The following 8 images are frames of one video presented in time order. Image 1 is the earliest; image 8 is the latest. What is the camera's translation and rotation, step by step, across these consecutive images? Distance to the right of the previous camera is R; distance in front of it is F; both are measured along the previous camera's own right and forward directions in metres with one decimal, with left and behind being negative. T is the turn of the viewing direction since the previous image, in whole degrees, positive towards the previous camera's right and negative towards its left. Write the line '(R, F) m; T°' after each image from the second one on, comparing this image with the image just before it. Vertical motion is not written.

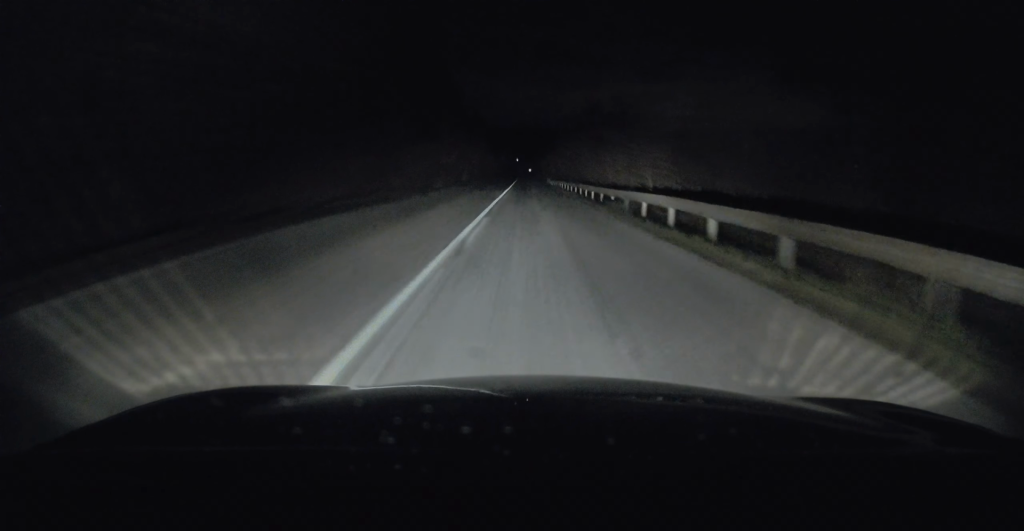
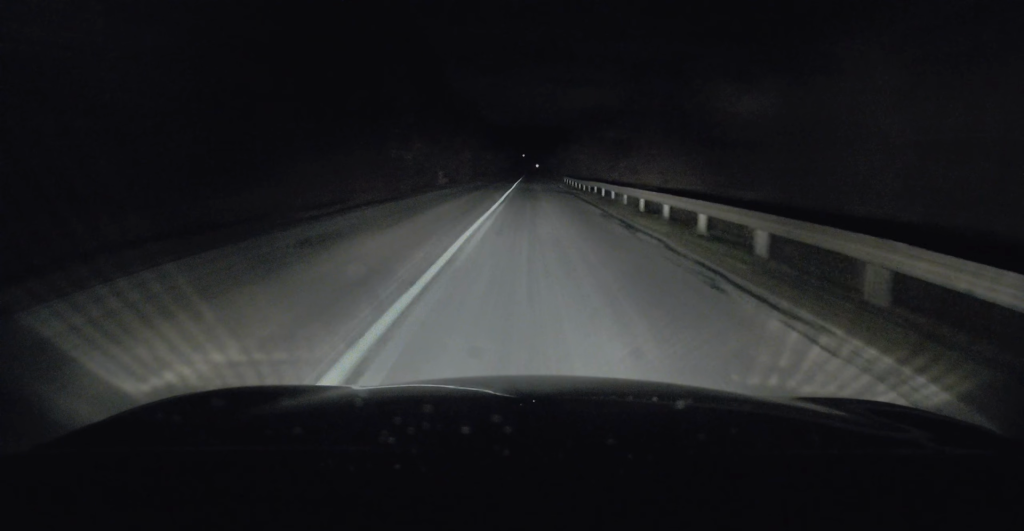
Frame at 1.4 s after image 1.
(+0.1, +29.2) m; +1°
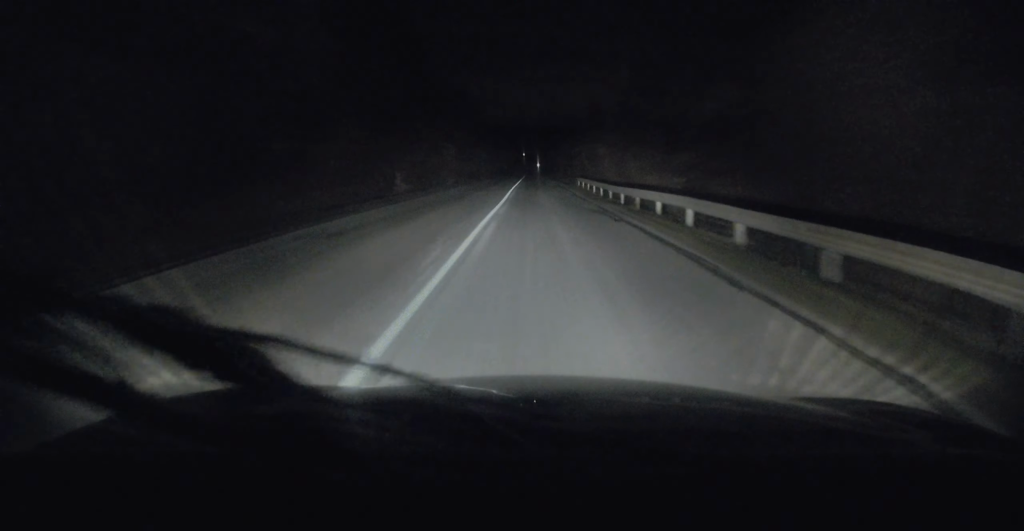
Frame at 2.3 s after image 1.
(+0.1, +17.7) m; 0°
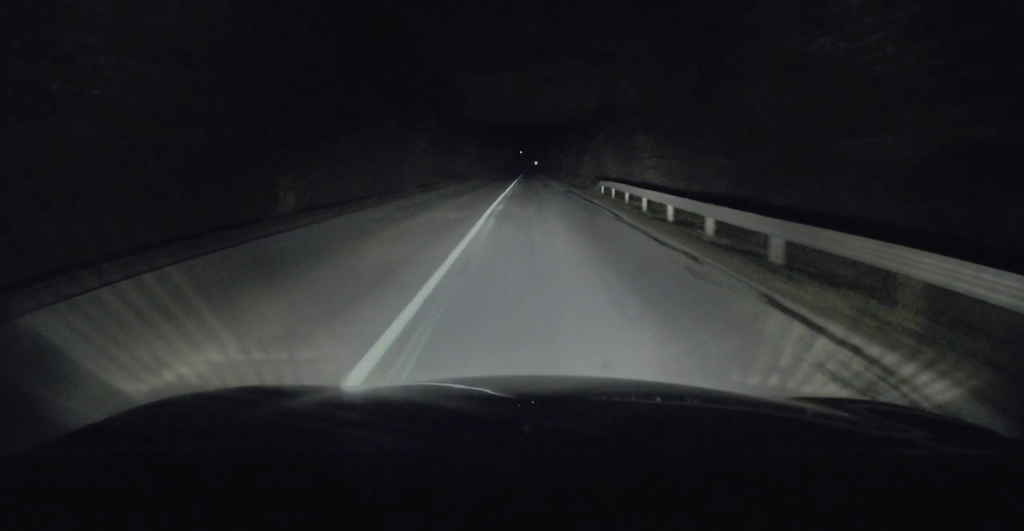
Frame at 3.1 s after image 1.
(-0.3, +17.2) m; 0°
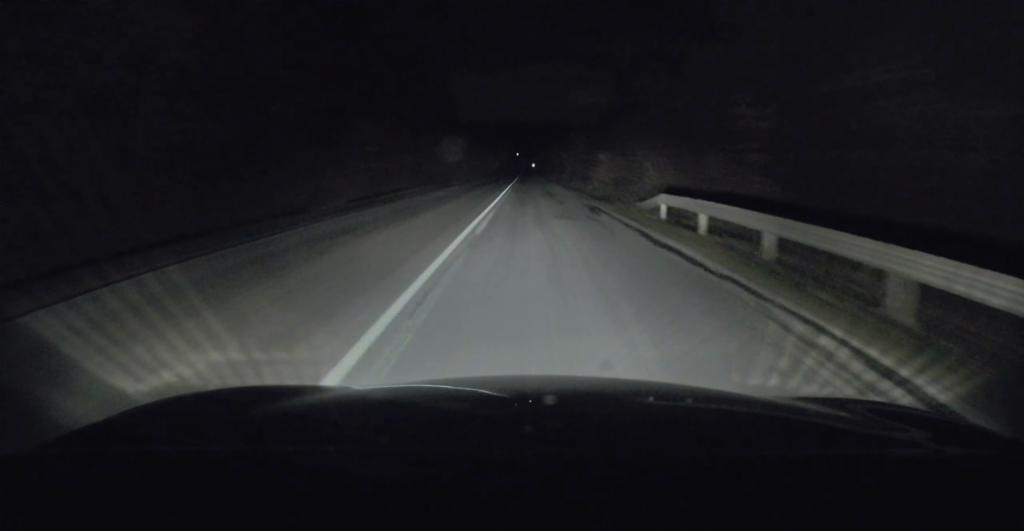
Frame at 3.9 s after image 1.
(+0.2, +15.3) m; 0°
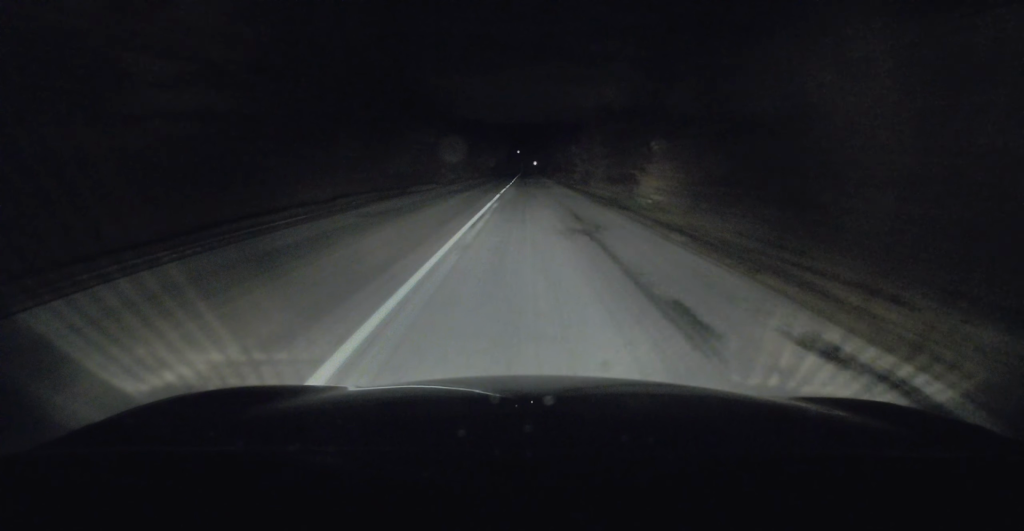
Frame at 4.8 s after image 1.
(0.0, +19.6) m; 0°
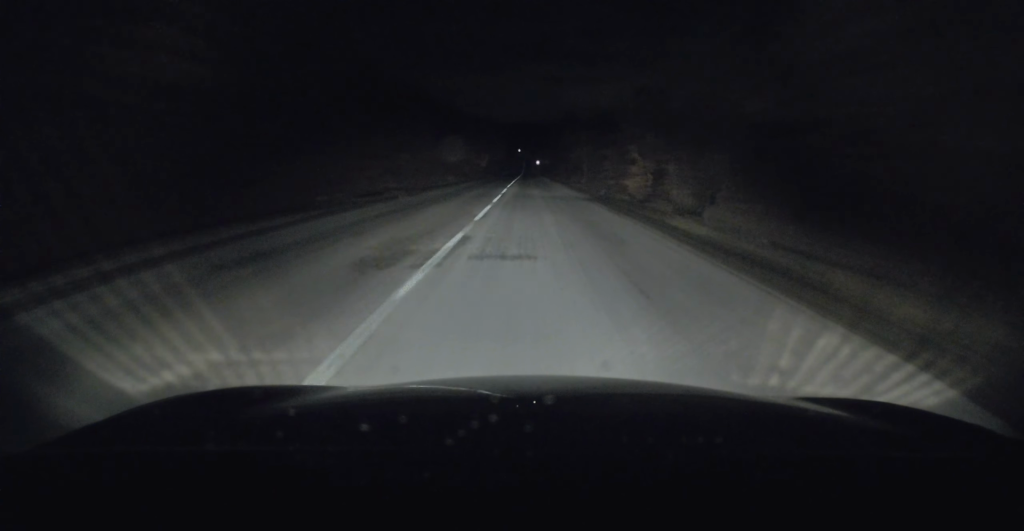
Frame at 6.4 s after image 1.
(+0.1, +34.4) m; 0°
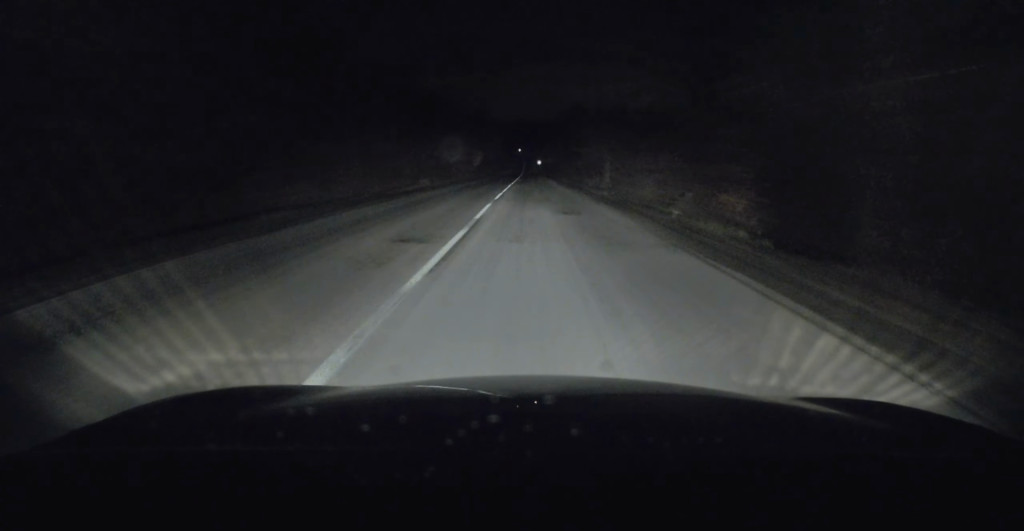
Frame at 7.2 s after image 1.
(+0.1, +17.1) m; 0°
